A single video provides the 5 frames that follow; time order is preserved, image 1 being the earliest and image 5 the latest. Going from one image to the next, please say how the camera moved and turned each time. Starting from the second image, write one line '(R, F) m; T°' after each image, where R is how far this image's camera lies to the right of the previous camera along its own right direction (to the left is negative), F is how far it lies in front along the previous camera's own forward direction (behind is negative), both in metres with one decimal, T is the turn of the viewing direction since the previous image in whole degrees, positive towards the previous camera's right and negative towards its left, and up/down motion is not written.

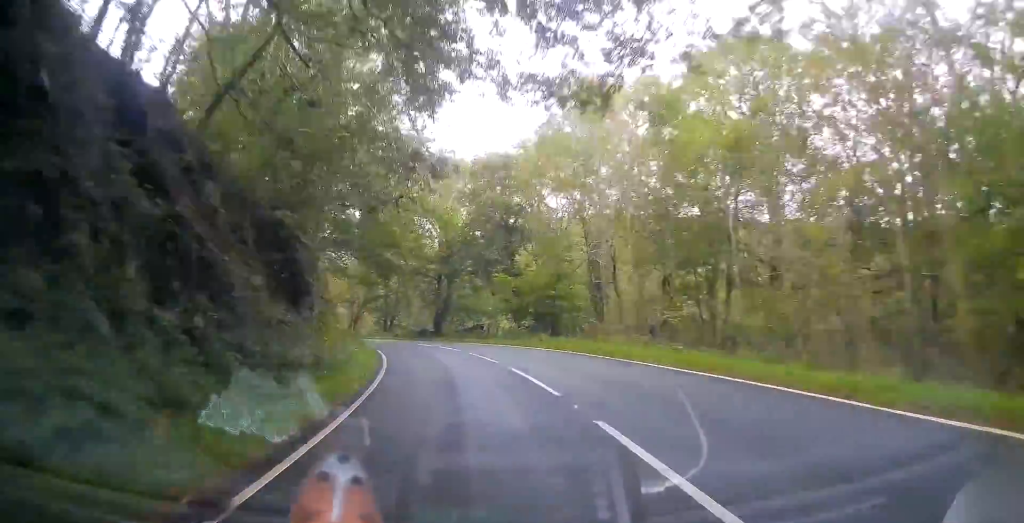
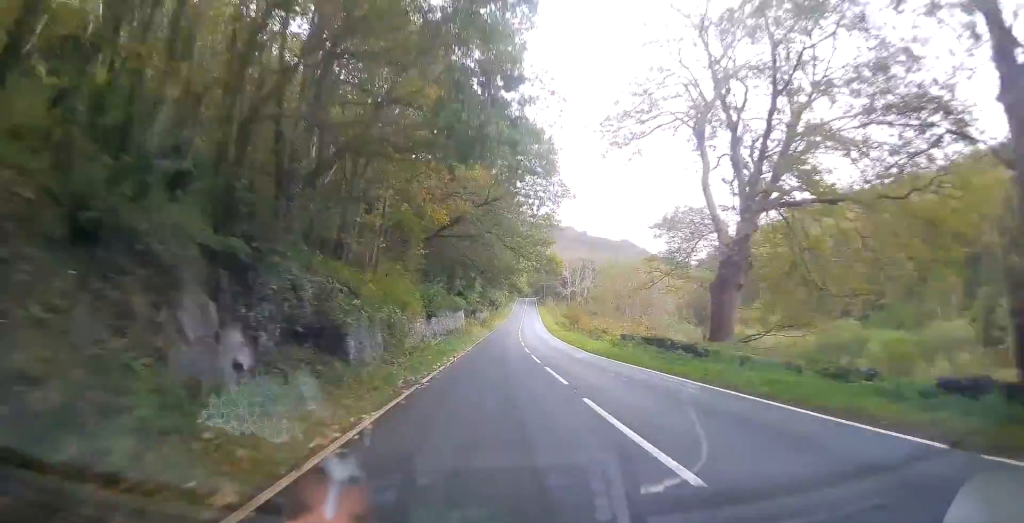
(-18.9, +82.2) m; -23°
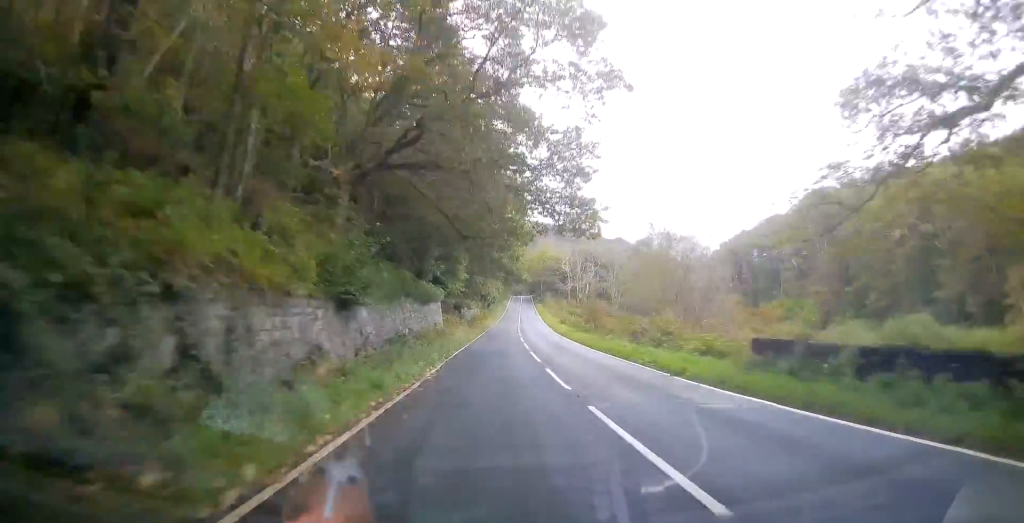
(+0.1, +19.5) m; +1°
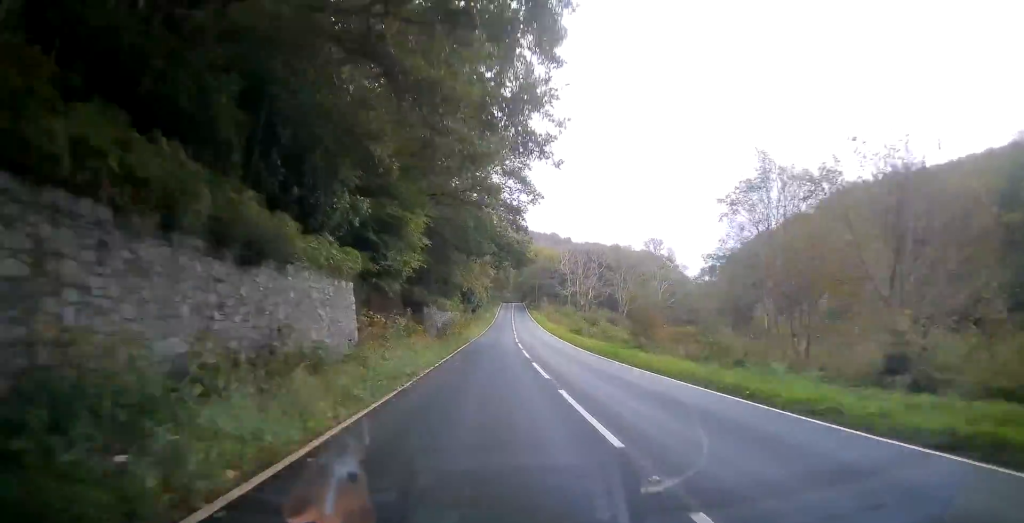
(+0.5, +25.2) m; 0°
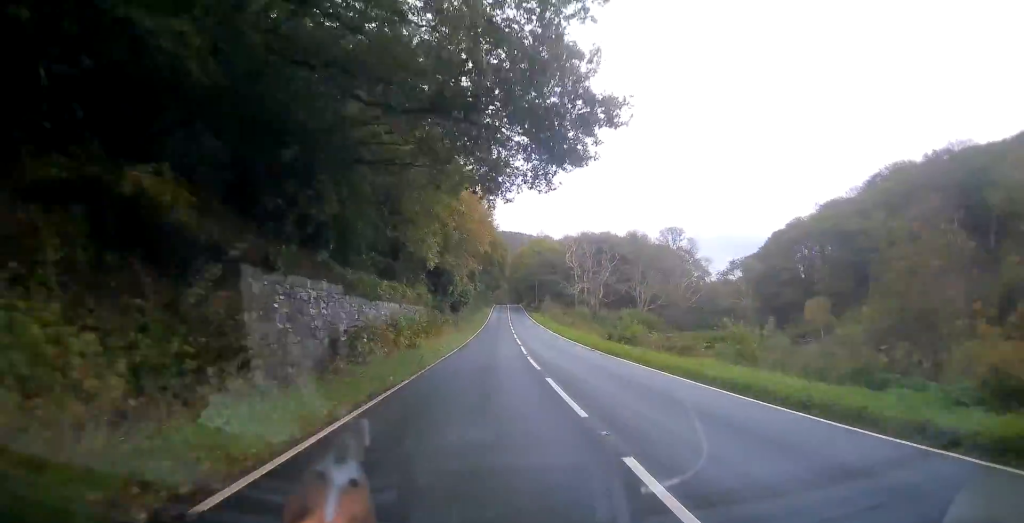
(-0.4, +26.2) m; -1°
